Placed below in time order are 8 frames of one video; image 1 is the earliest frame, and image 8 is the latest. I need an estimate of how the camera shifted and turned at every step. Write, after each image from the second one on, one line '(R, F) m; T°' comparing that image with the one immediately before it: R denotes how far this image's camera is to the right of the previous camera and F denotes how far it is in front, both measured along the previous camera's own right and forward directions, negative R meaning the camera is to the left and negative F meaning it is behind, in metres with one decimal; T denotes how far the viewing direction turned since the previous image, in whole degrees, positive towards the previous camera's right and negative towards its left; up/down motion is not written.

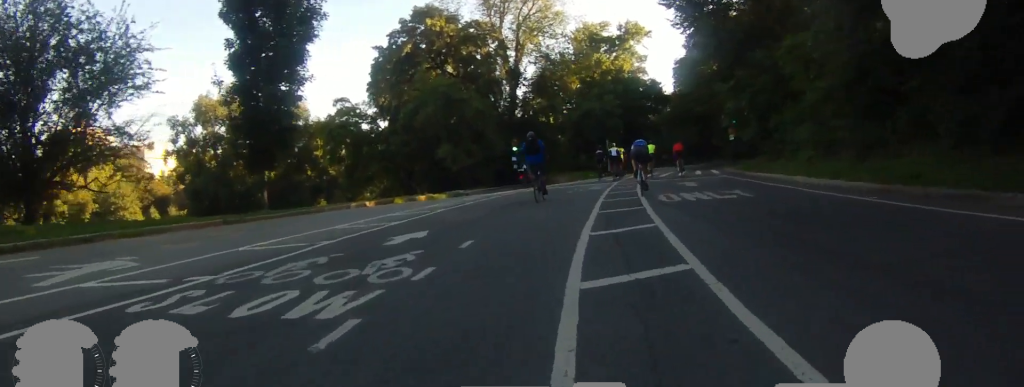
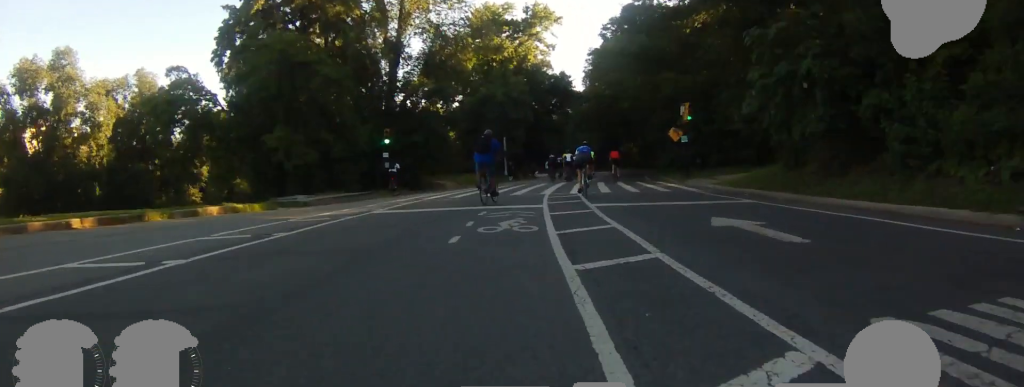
(+1.3, +11.5) m; +21°
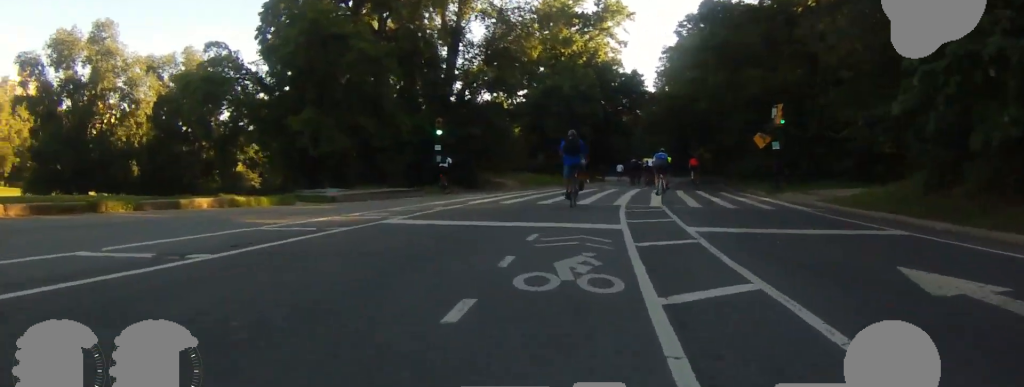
(+0.4, +3.8) m; +6°
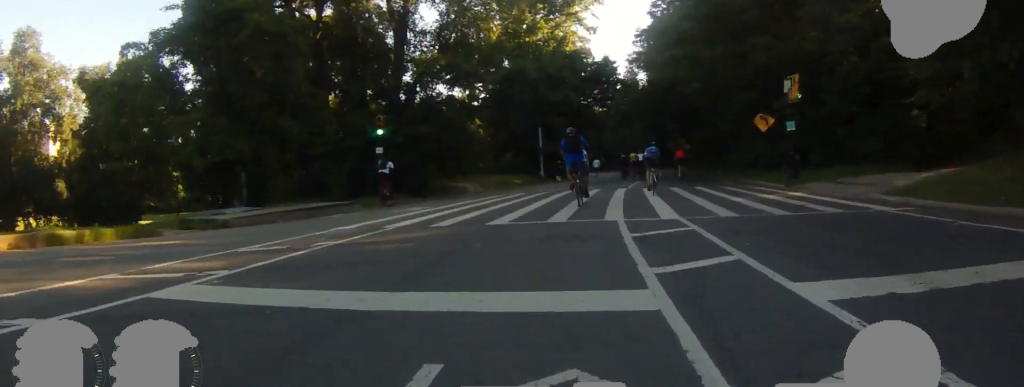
(0.0, +5.3) m; 0°
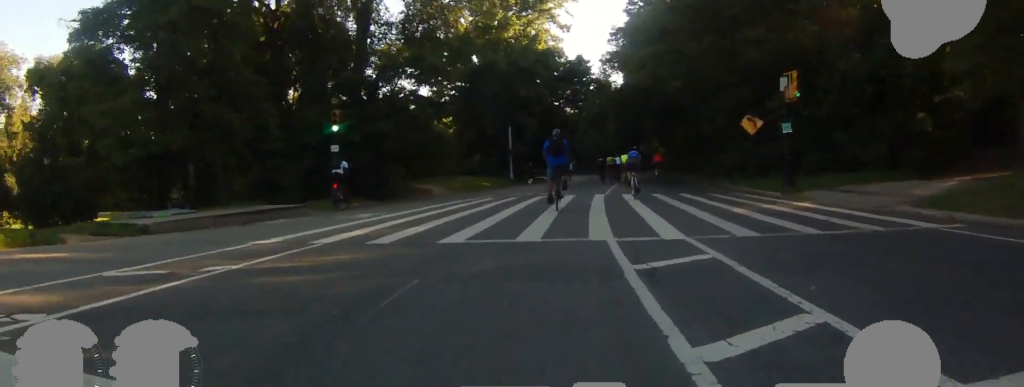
(0.0, +2.2) m; 0°
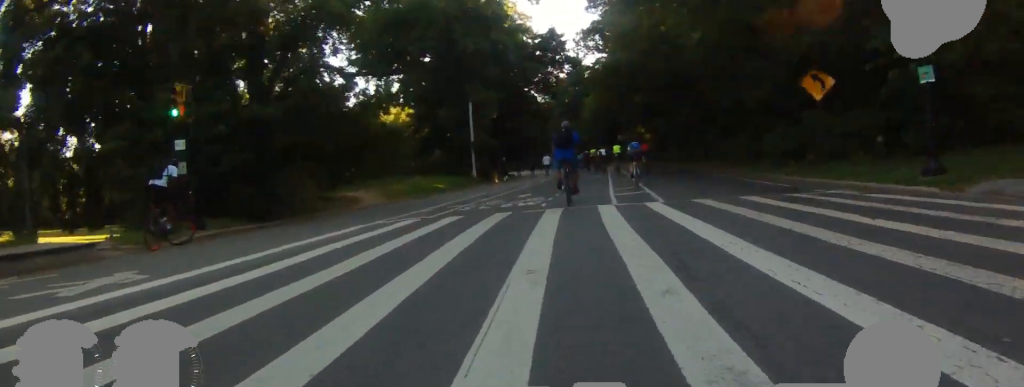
(0.0, +9.3) m; 0°
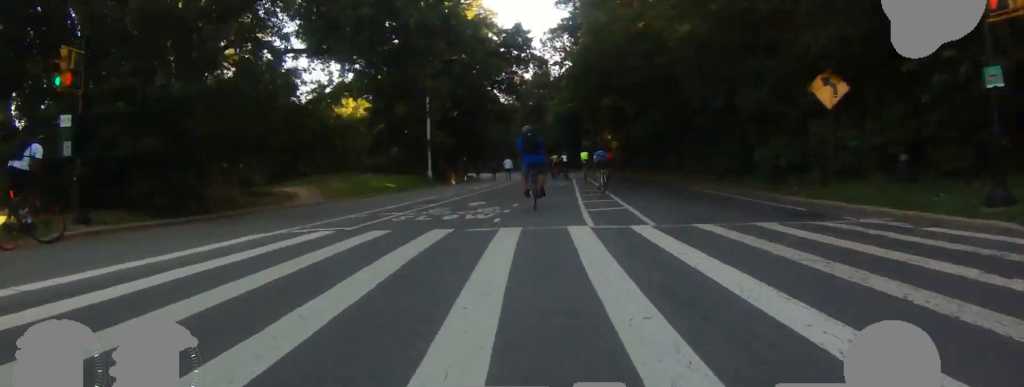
(0.0, +3.0) m; 0°
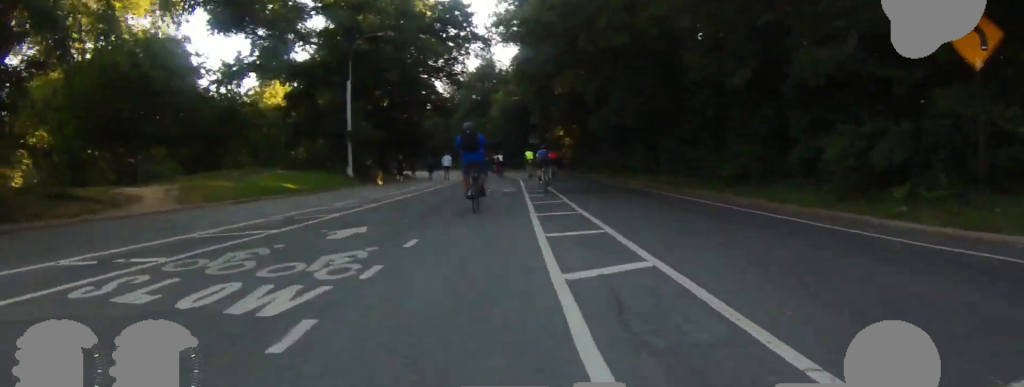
(0.0, +7.3) m; 0°
